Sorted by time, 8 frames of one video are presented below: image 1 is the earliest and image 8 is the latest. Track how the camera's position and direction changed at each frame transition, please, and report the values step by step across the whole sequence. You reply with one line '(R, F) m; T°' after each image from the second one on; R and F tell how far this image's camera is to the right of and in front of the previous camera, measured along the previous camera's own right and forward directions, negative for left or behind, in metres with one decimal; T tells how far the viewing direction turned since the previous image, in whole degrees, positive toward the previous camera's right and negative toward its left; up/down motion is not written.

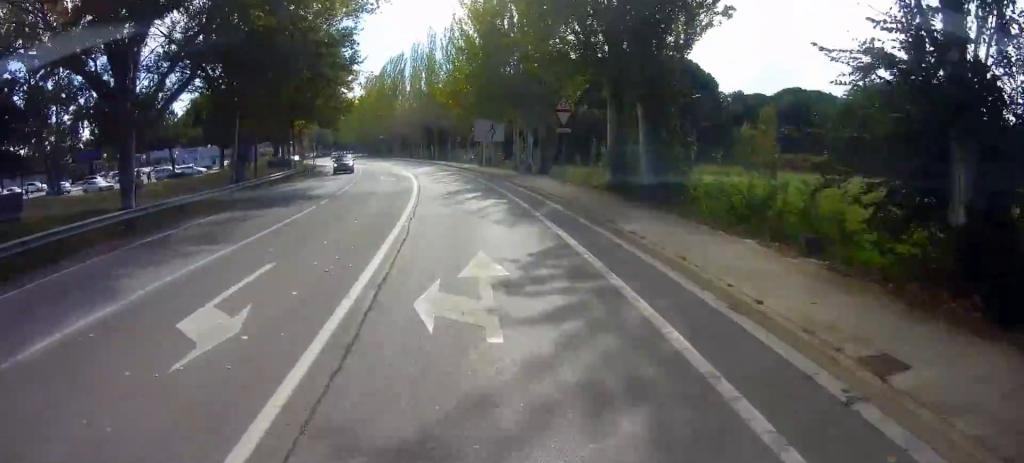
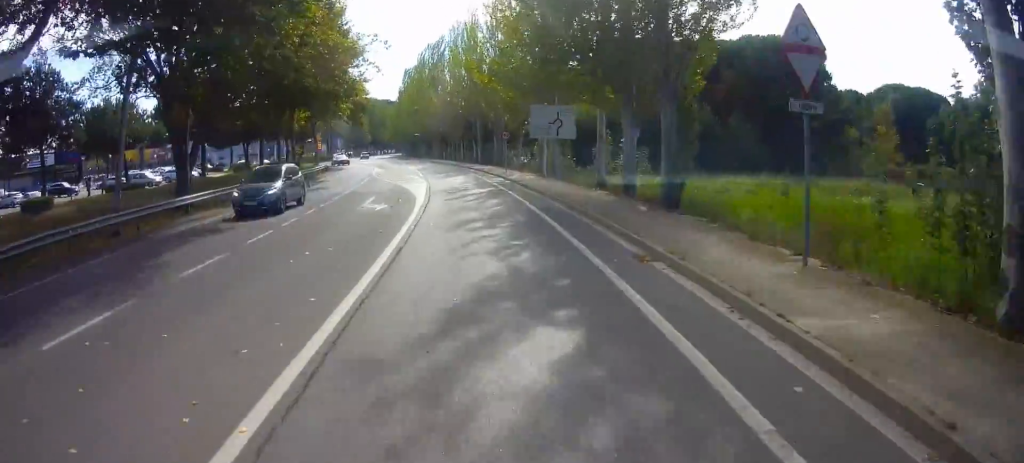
(-1.1, +17.2) m; -7°
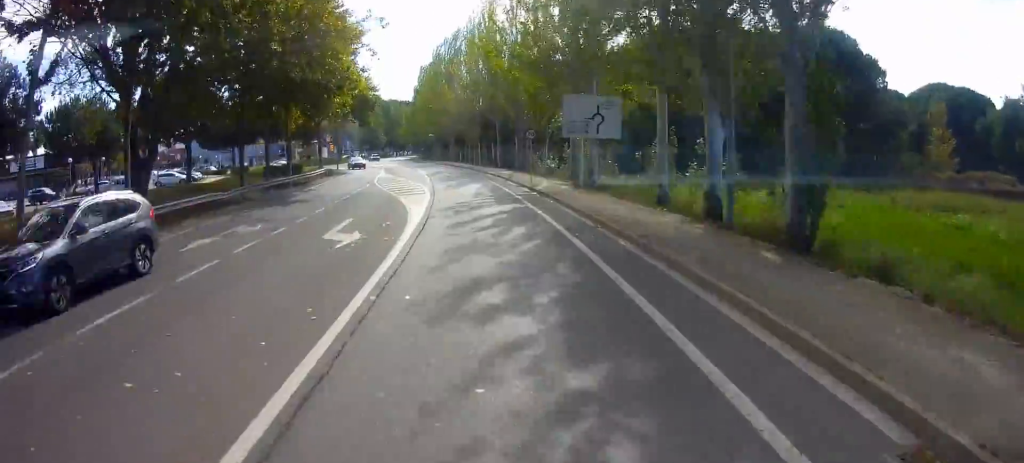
(0.0, +6.6) m; -3°
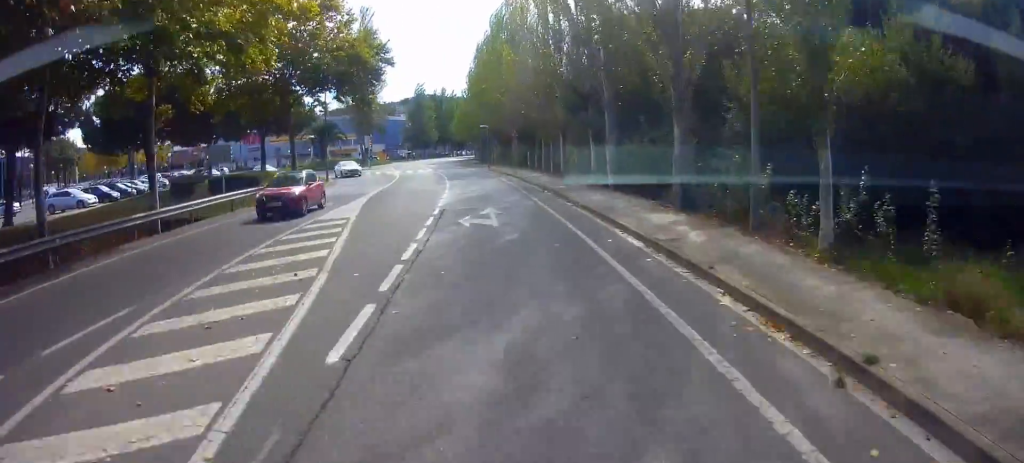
(-3.0, +27.6) m; -8°
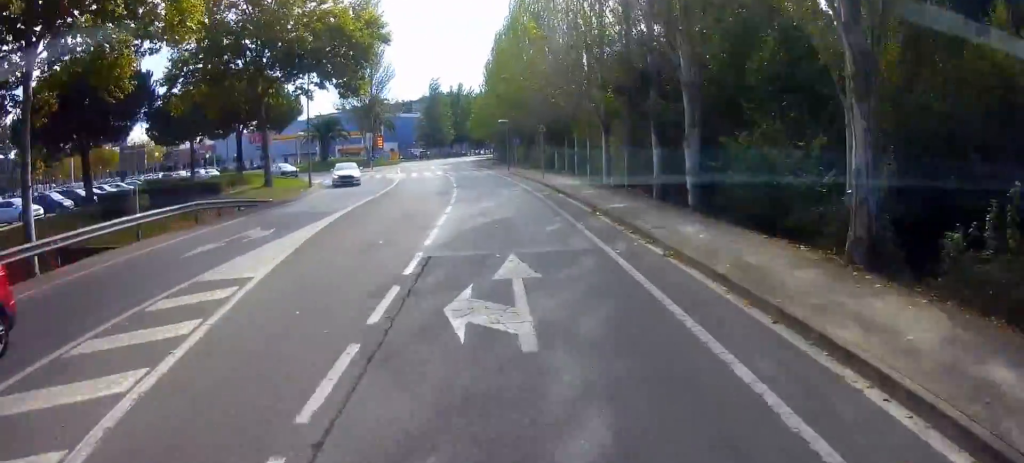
(+0.2, +8.2) m; -2°
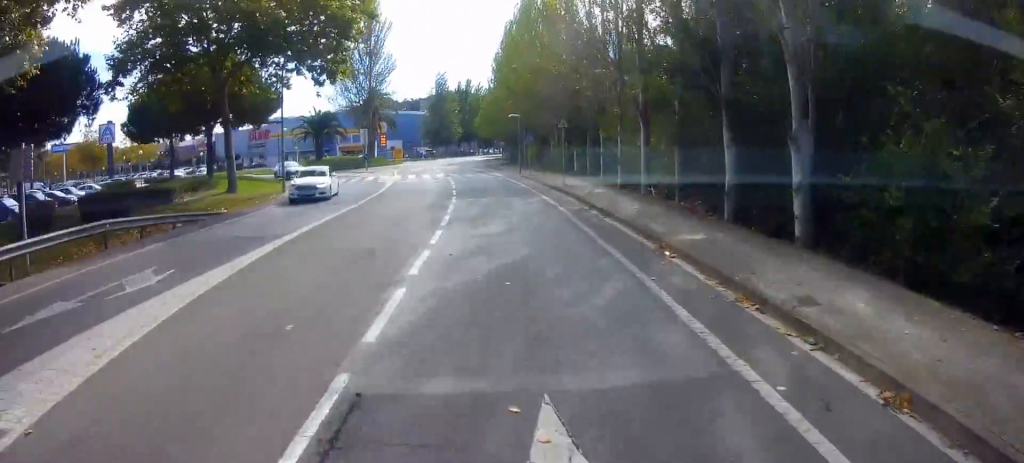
(0.0, +6.2) m; -2°
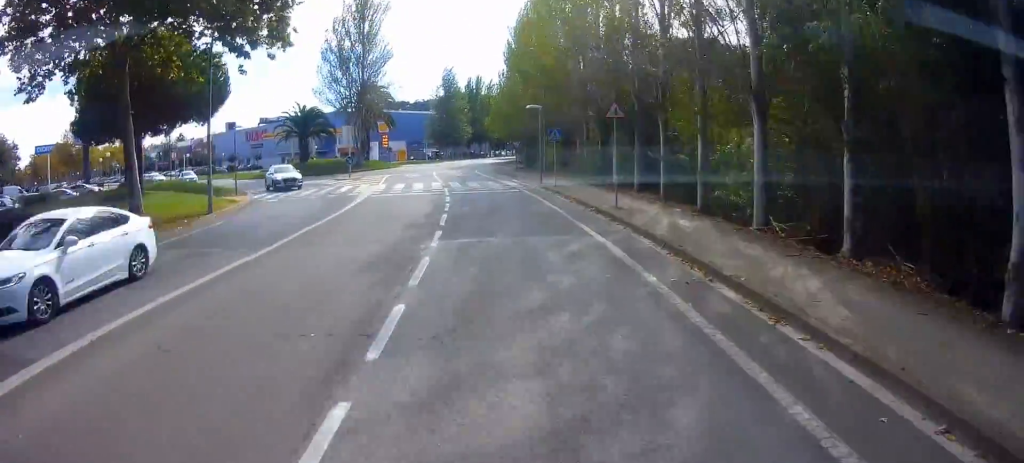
(-0.5, +9.4) m; -4°
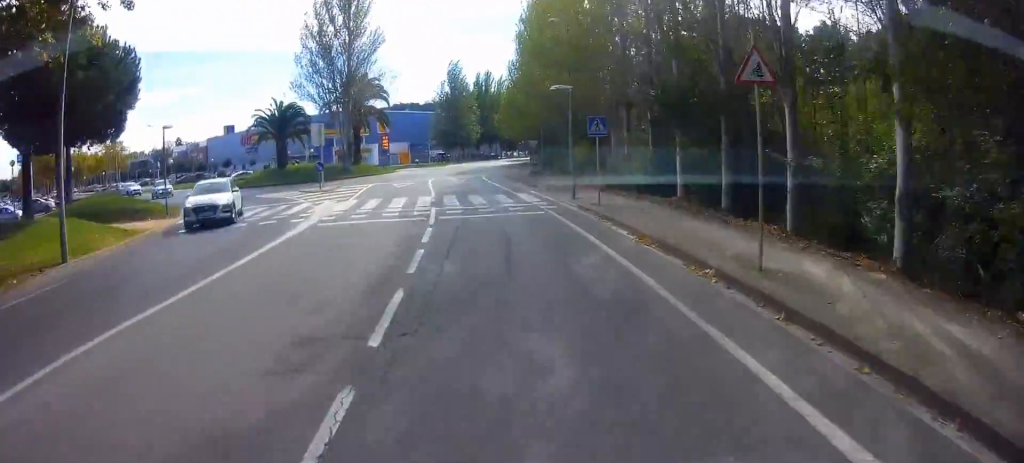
(-0.3, +9.3) m; -2°
